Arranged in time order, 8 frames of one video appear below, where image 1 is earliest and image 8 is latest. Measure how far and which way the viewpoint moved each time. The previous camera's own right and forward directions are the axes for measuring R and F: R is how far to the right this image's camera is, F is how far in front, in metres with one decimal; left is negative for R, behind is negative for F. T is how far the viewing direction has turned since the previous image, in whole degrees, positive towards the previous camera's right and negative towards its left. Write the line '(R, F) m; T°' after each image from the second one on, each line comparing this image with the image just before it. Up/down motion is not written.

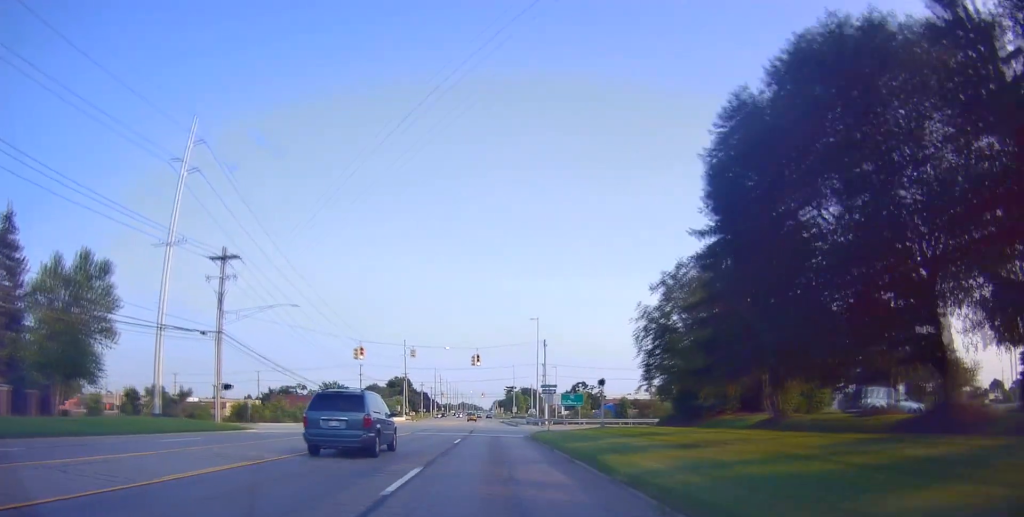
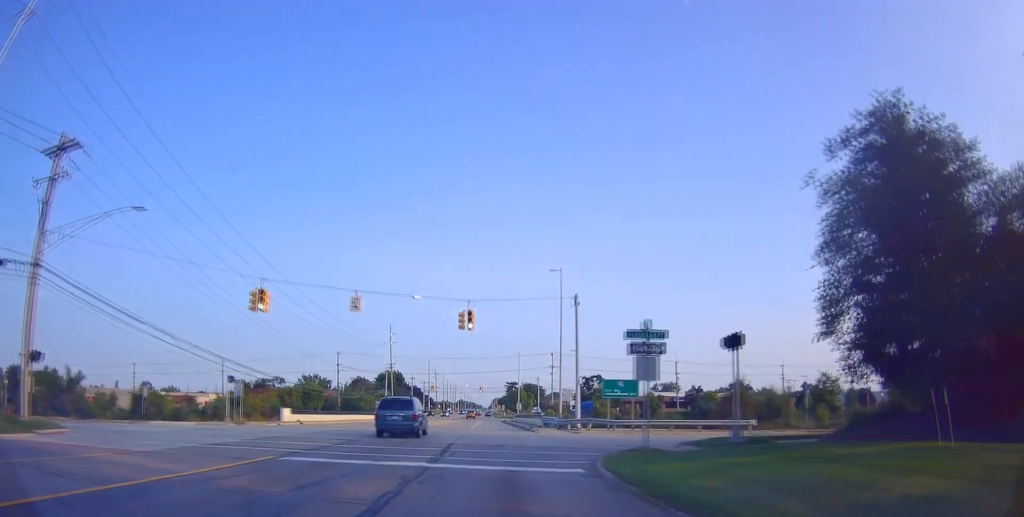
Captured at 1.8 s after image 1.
(+0.6, +28.2) m; +2°
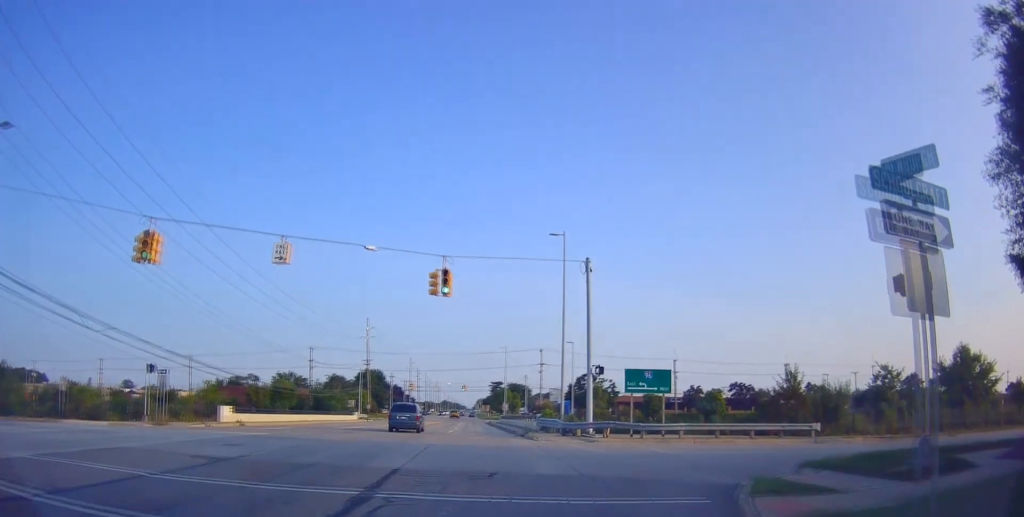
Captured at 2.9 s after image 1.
(-0.2, +15.2) m; -1°
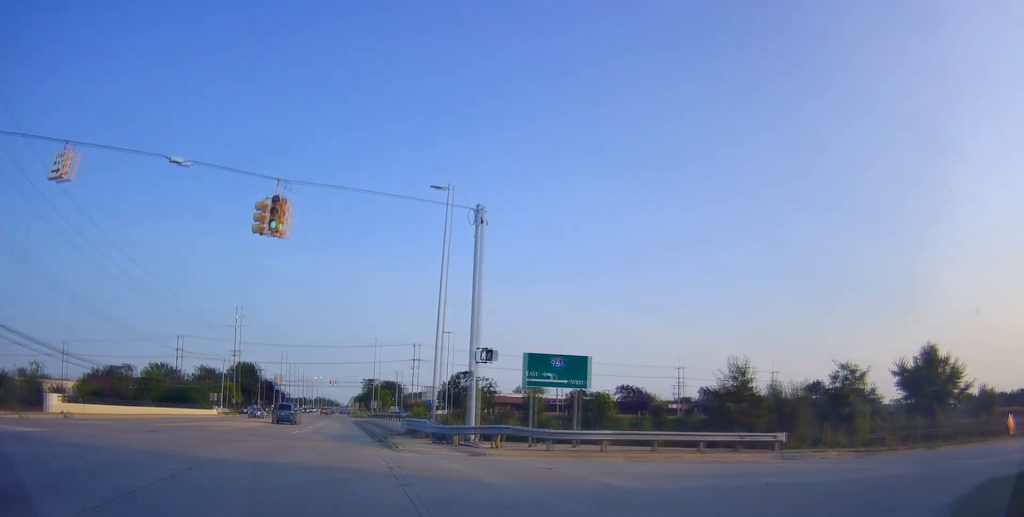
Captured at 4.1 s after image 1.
(+0.1, +14.1) m; +4°
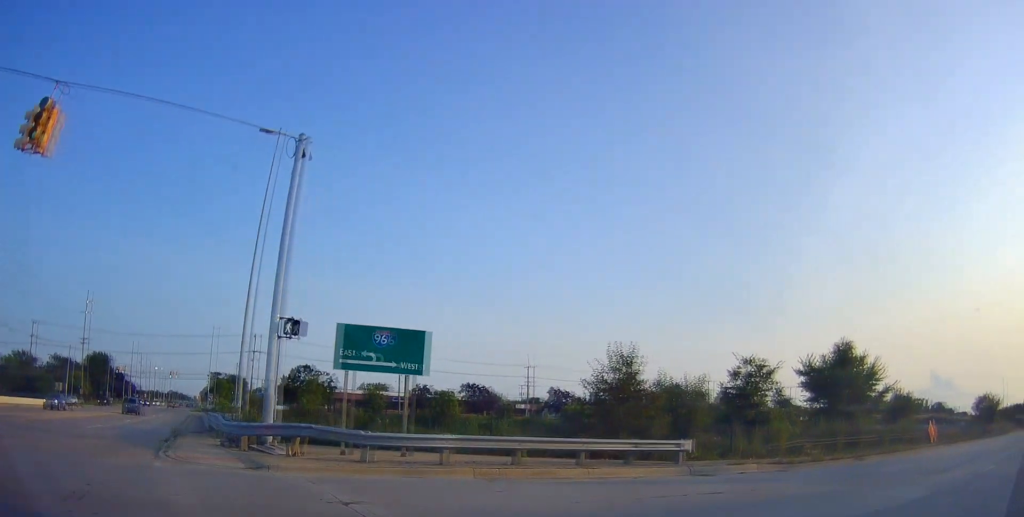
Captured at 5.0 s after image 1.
(+0.4, +8.3) m; +10°
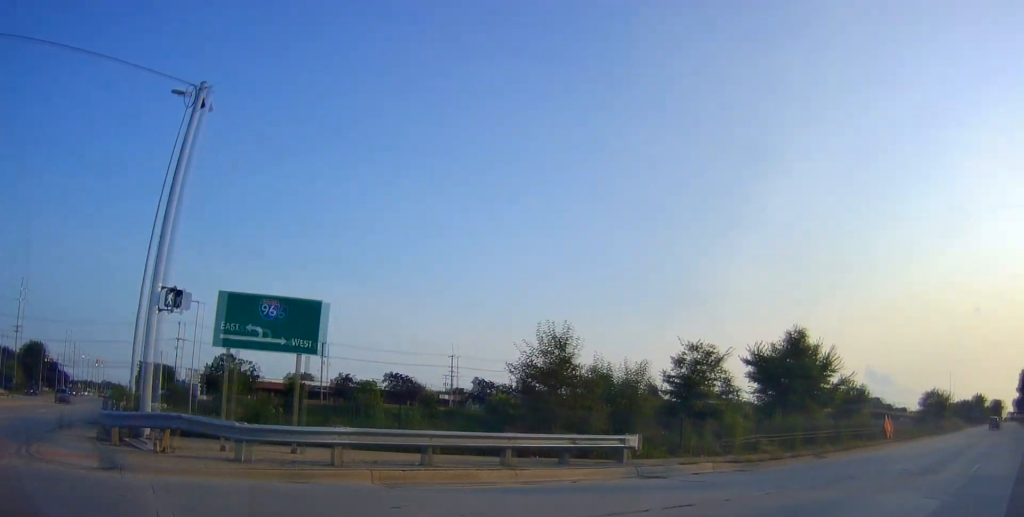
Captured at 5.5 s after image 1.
(0.0, +3.4) m; +6°
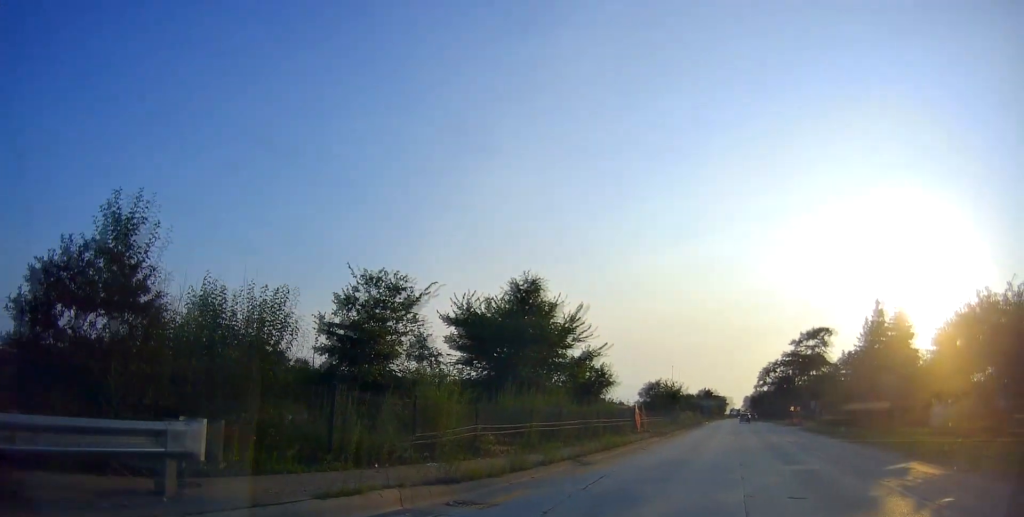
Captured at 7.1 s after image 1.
(+2.4, +10.2) m; +27°
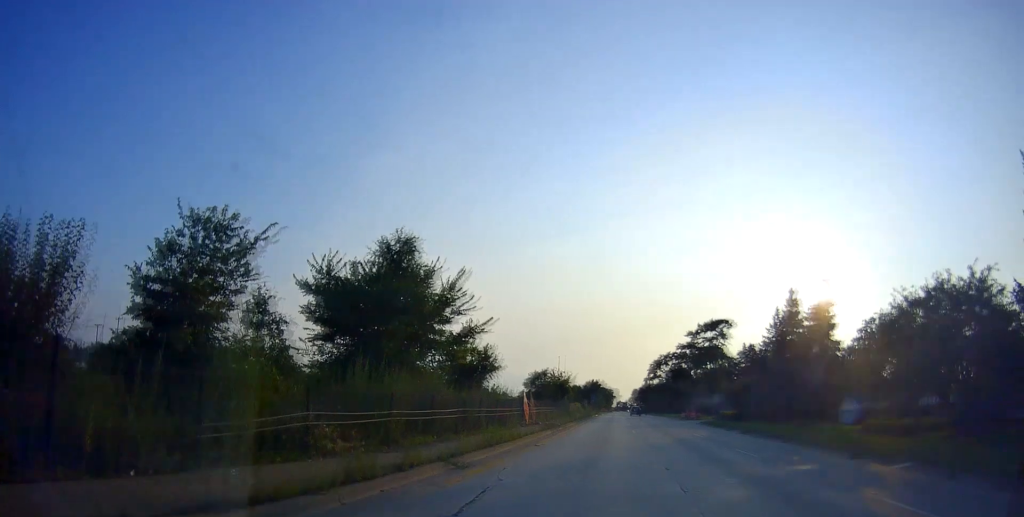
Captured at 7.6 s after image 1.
(+0.3, +3.5) m; +12°
